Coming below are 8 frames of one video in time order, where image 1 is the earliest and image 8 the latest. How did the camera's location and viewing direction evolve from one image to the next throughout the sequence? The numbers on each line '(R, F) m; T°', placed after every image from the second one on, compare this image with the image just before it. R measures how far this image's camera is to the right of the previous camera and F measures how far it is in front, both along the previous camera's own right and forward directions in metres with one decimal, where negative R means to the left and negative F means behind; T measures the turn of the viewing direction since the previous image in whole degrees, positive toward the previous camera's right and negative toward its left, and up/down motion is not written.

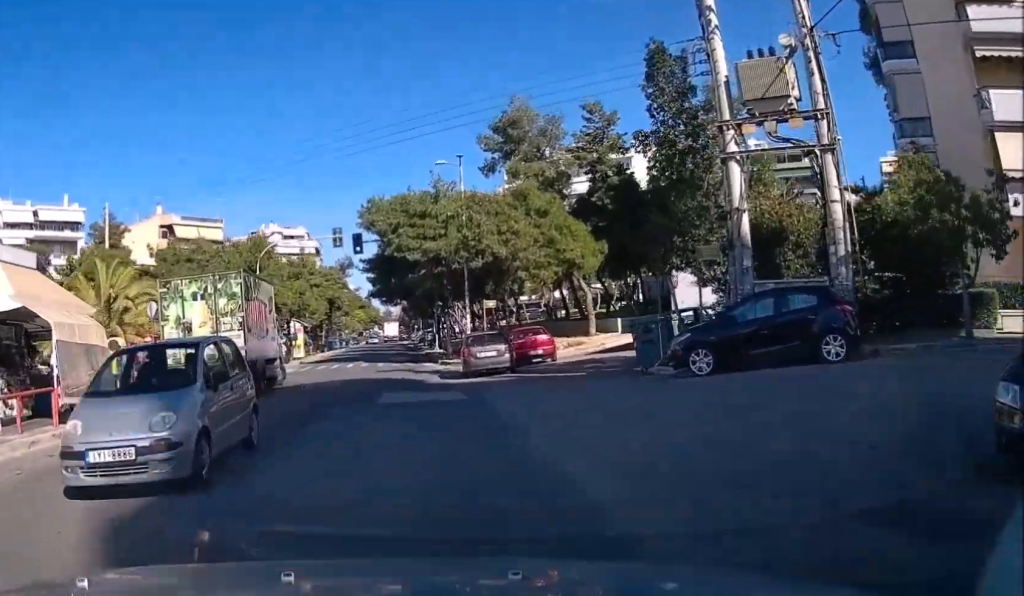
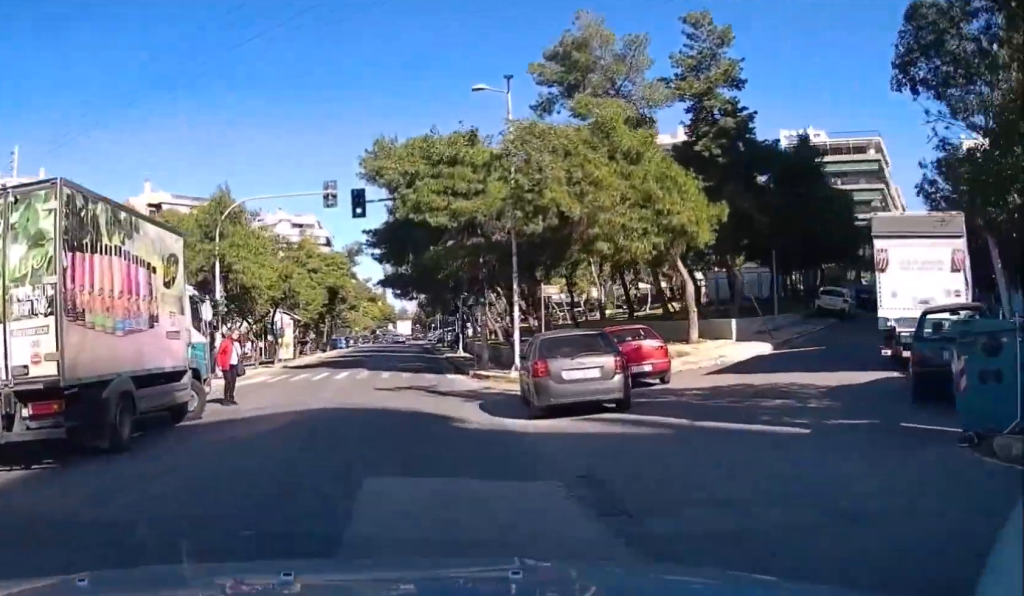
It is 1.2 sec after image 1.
(+0.1, +11.7) m; 0°
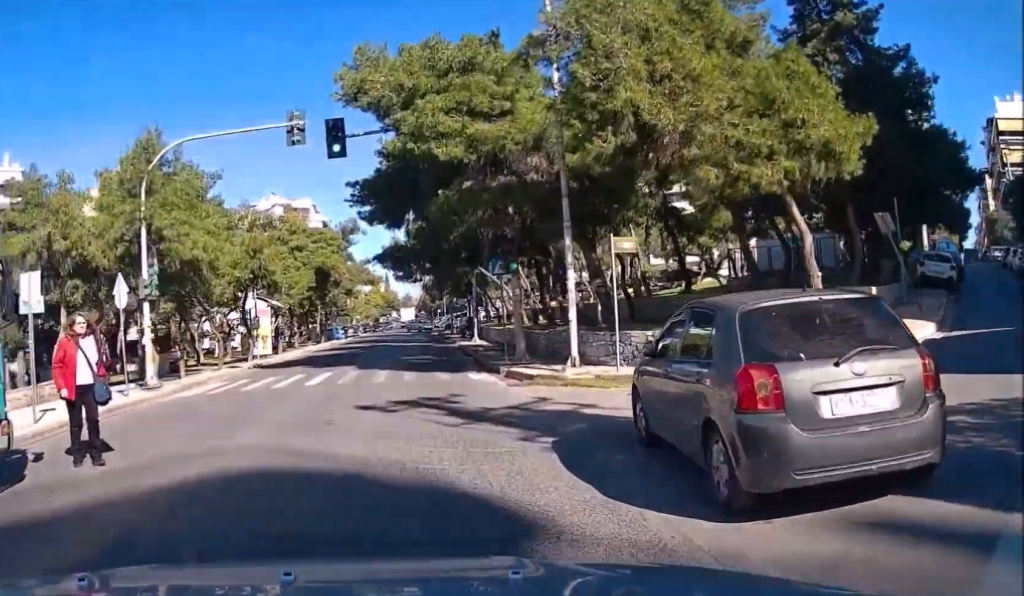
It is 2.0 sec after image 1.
(-0.2, +8.4) m; 0°
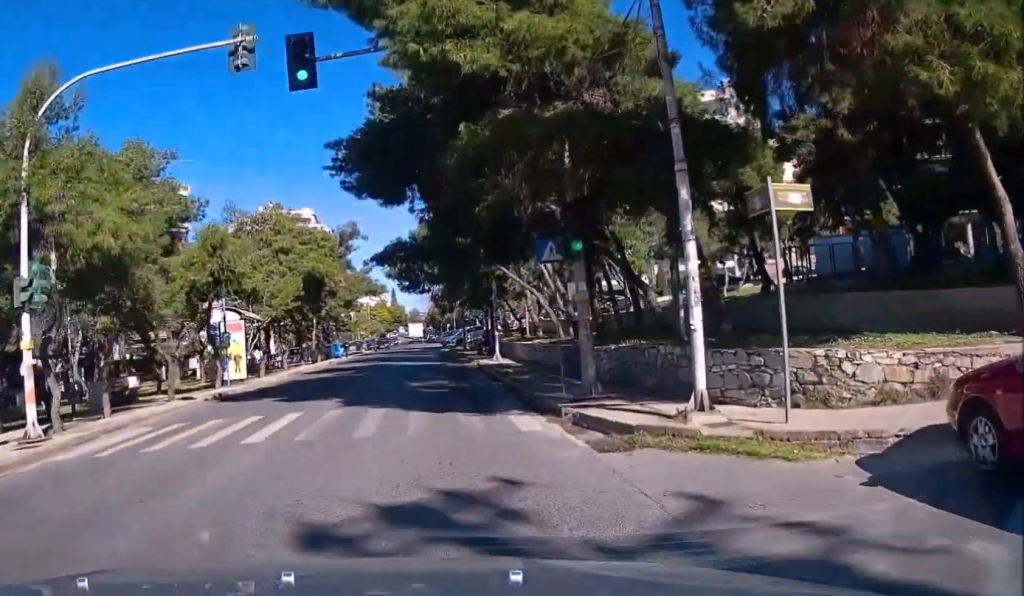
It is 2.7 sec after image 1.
(+0.1, +7.2) m; 0°
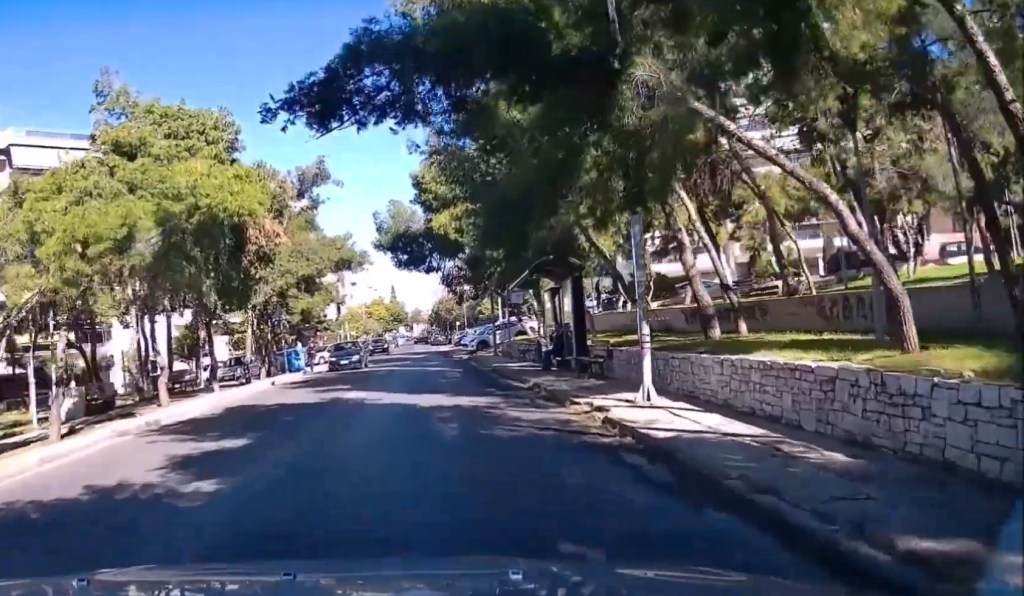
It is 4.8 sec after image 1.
(+0.1, +20.8) m; 0°
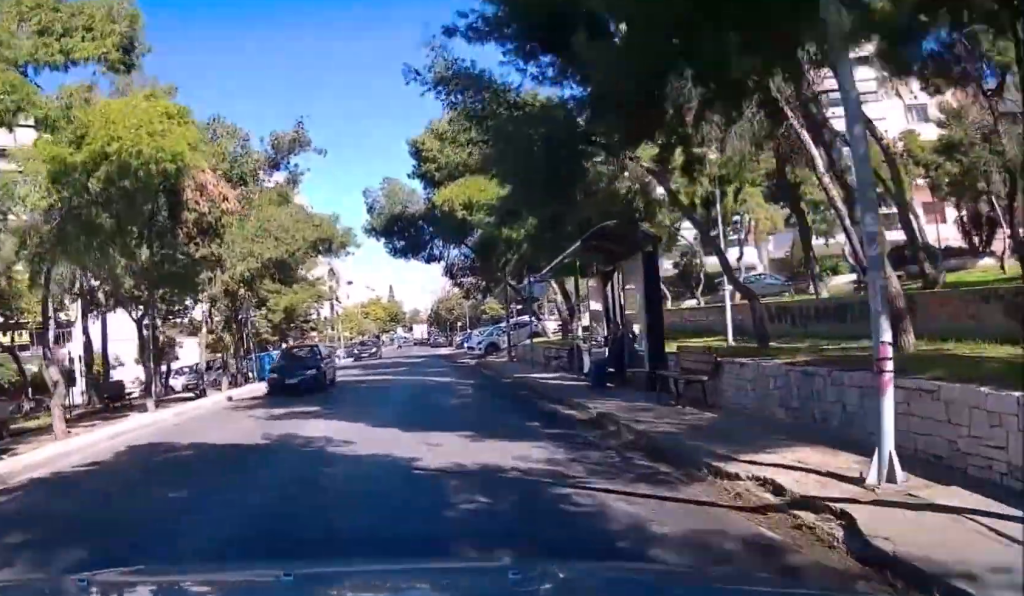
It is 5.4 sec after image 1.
(0.0, +5.5) m; 0°
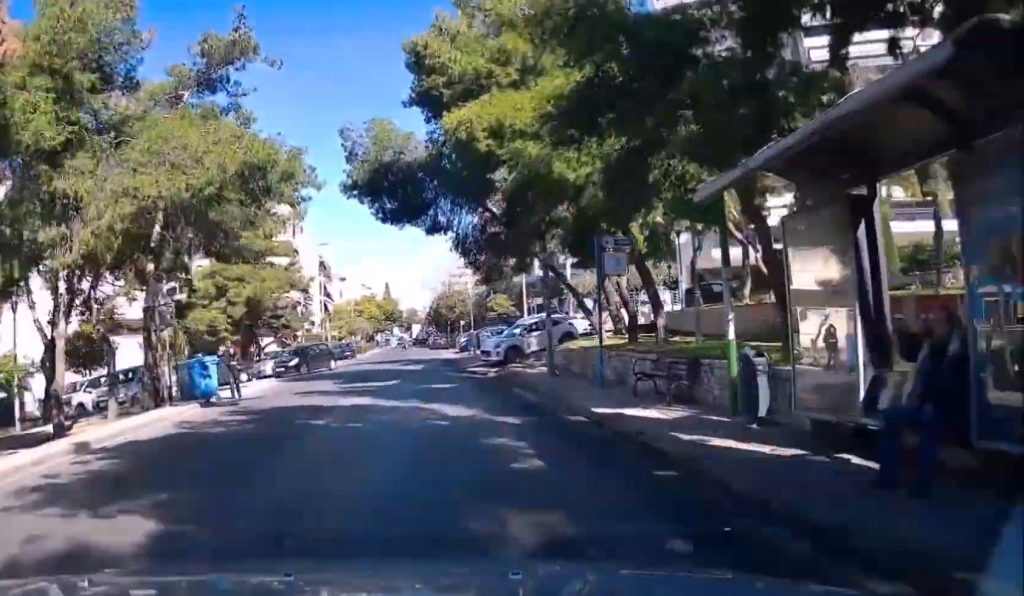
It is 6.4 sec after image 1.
(0.0, +8.9) m; 0°
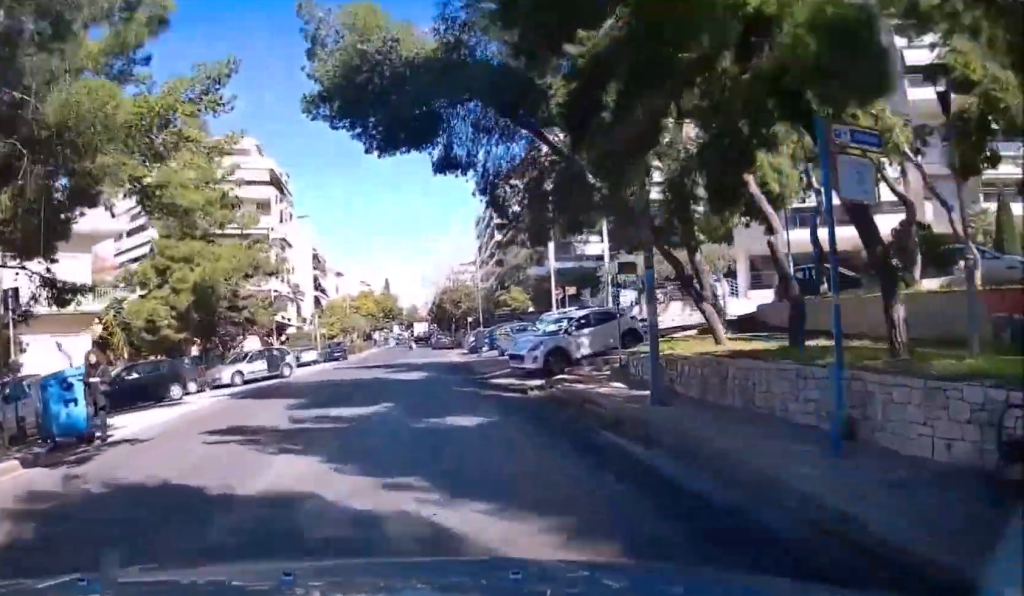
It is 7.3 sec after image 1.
(0.0, +8.6) m; +1°
